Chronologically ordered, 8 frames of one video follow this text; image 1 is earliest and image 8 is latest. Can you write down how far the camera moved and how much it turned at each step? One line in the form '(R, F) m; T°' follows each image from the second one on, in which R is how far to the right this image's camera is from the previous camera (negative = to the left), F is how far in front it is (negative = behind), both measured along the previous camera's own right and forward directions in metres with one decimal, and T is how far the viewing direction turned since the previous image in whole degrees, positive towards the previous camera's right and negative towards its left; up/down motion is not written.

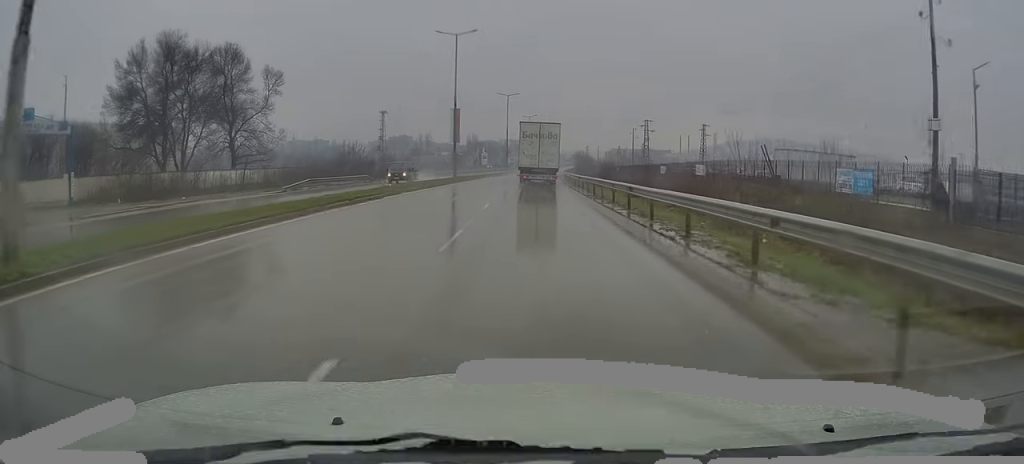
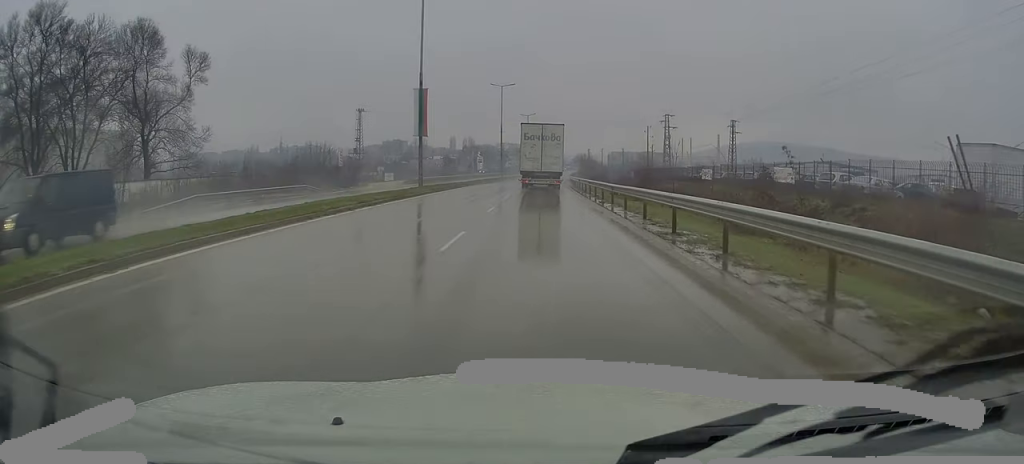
(+0.5, +18.6) m; 0°
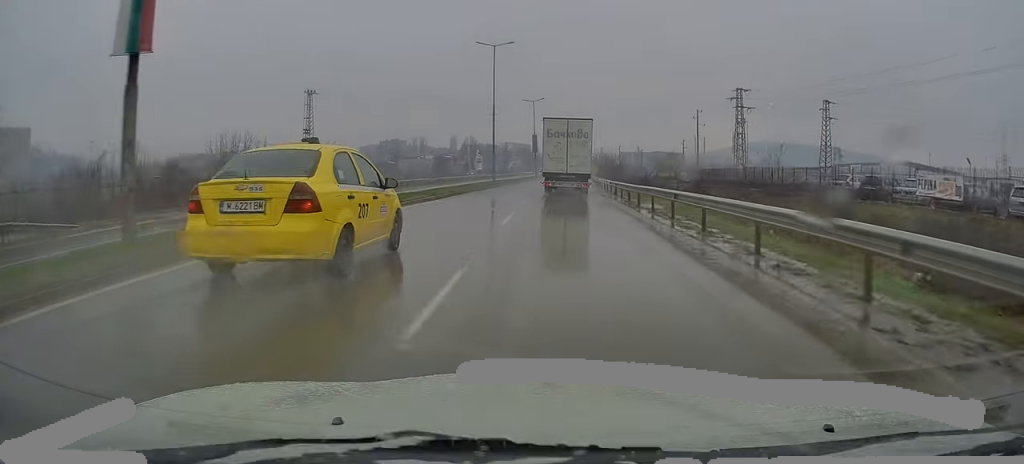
(-0.6, +32.2) m; -1°
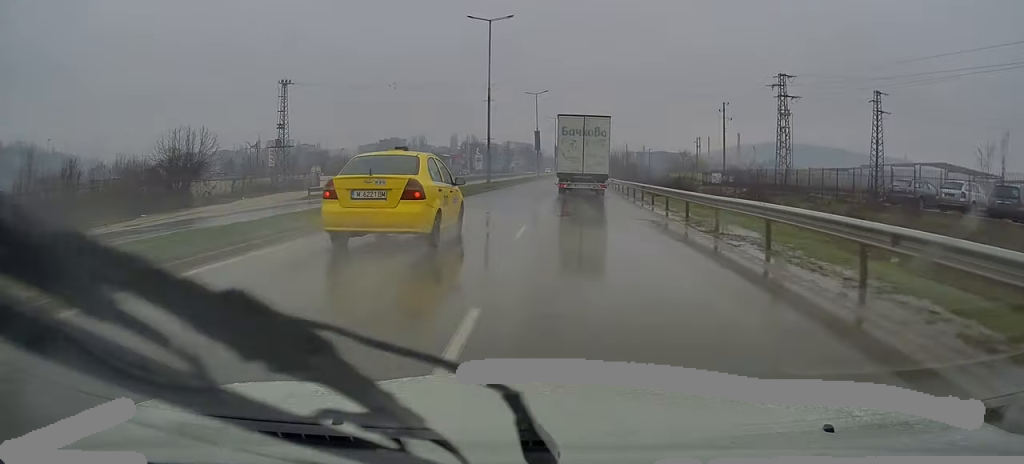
(+0.1, +11.0) m; 0°
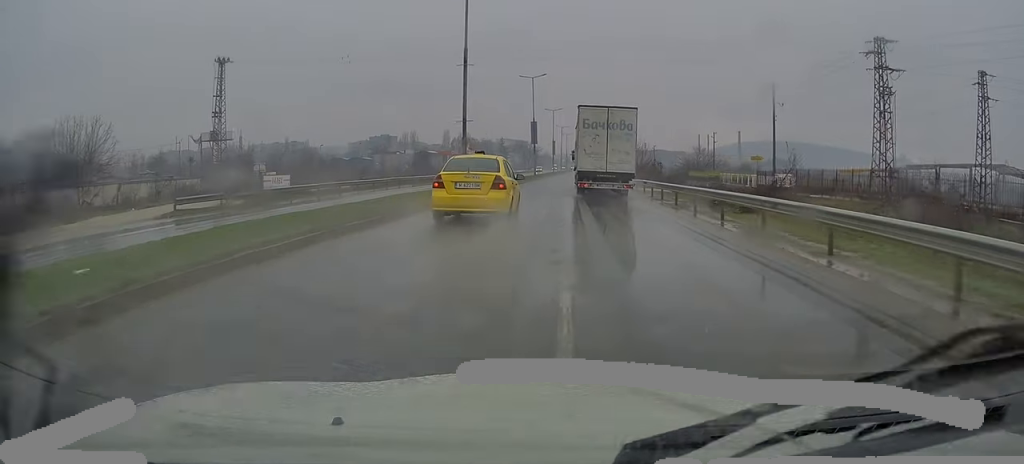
(+0.1, +17.1) m; 0°
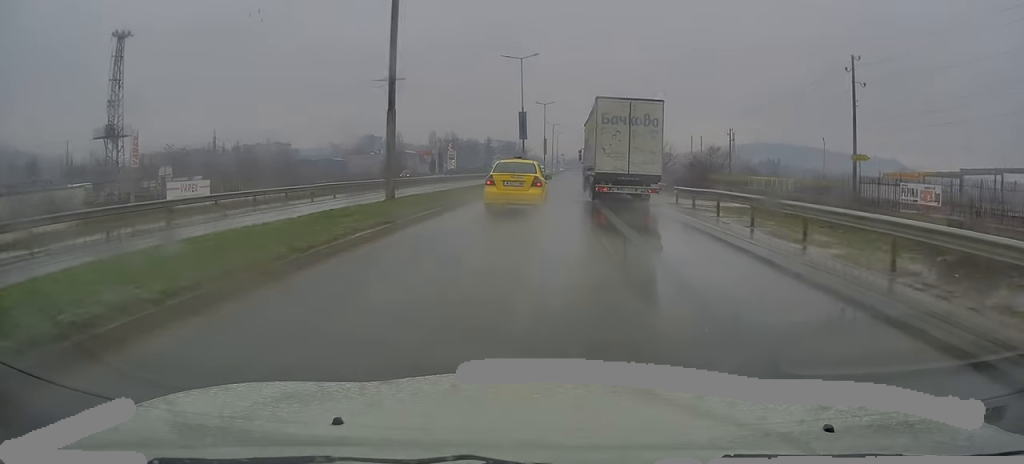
(+0.1, +17.3) m; 0°
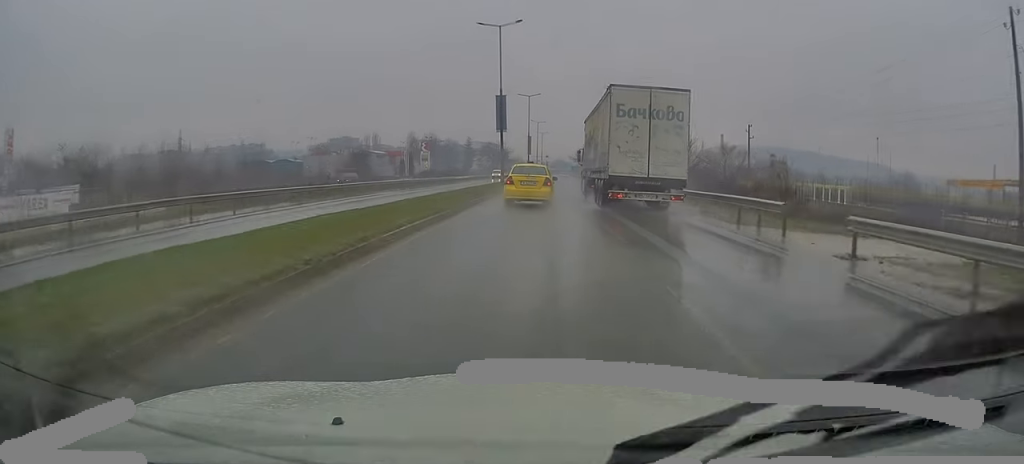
(+0.1, +18.2) m; +1°
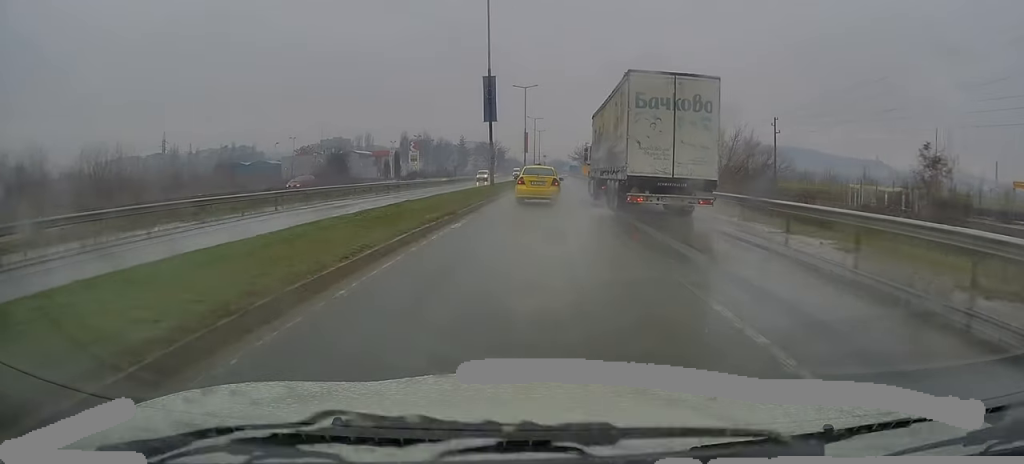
(+0.1, +11.7) m; +1°
